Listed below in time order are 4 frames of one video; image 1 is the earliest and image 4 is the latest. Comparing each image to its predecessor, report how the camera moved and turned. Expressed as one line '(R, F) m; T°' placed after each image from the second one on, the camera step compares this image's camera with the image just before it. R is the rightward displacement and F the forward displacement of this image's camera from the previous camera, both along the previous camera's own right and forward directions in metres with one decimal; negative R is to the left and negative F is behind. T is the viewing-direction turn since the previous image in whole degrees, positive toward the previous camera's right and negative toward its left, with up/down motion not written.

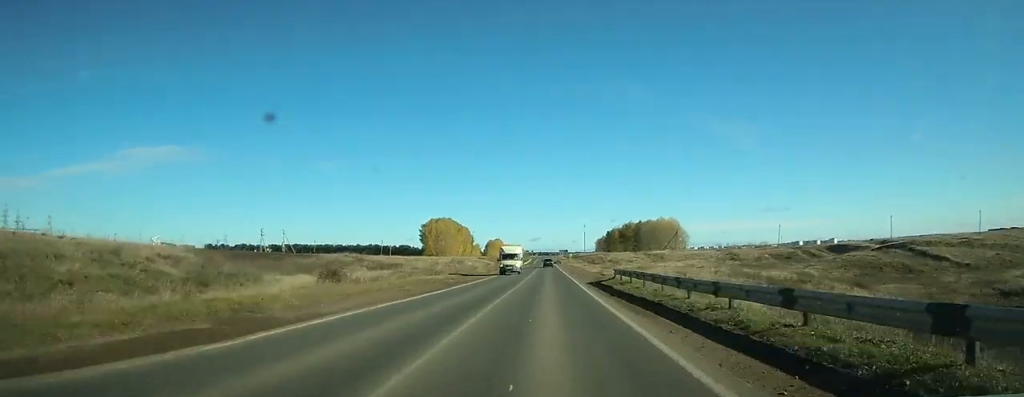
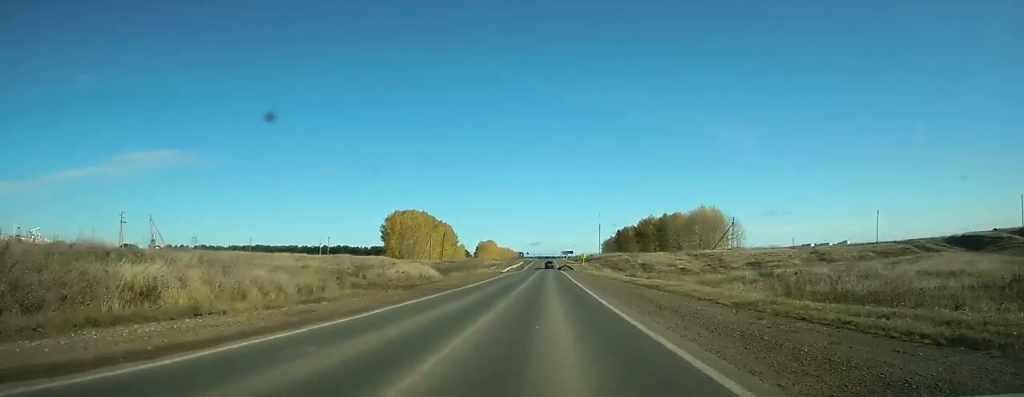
(-0.2, +84.8) m; 0°
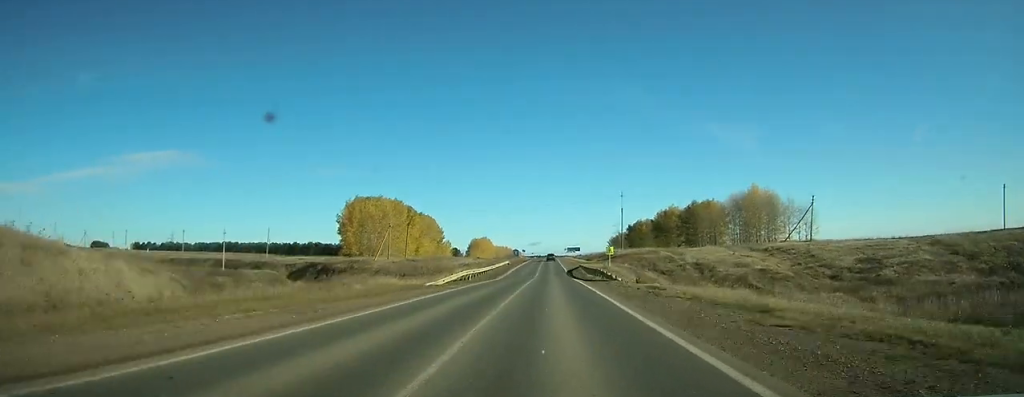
(+0.1, +55.2) m; 0°
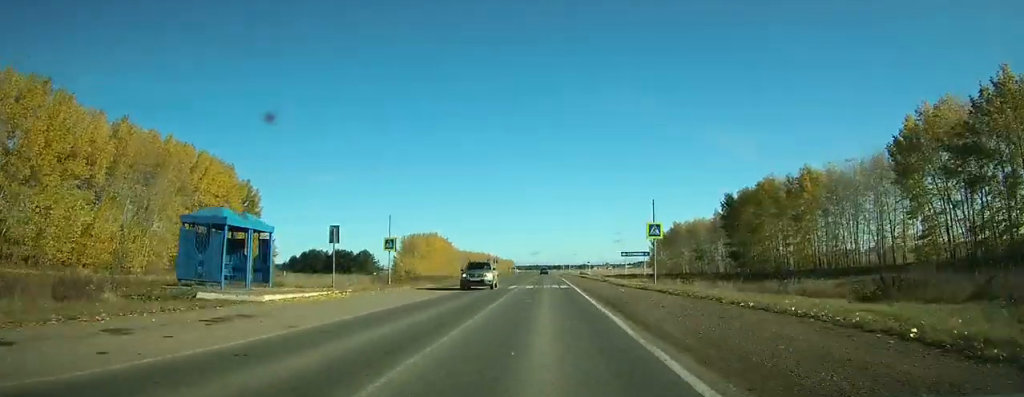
(-0.1, +177.8) m; 0°
